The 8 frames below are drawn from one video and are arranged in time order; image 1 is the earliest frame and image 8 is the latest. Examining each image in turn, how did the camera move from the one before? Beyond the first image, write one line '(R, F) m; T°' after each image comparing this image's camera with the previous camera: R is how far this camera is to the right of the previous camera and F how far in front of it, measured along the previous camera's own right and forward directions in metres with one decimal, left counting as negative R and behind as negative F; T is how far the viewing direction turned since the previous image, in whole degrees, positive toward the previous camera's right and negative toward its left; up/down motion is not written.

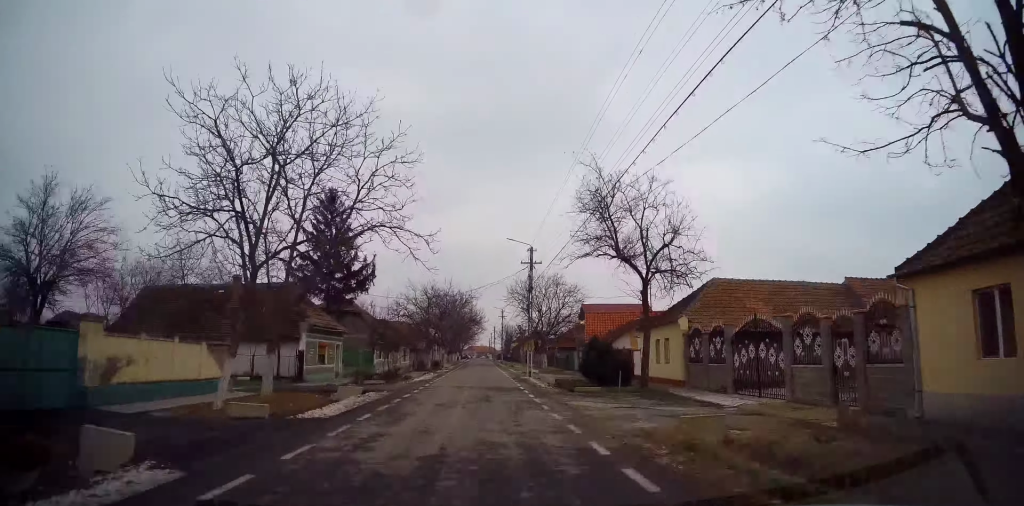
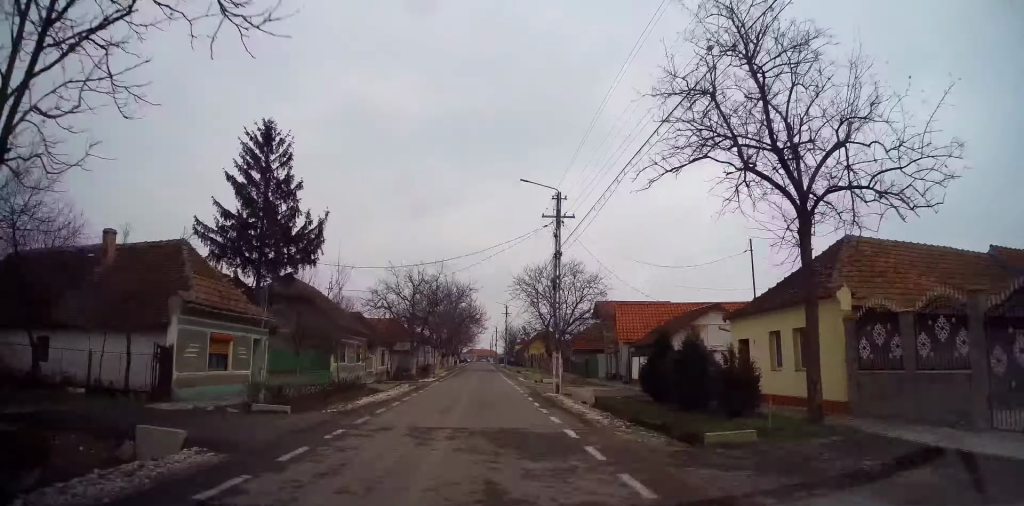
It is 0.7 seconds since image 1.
(-0.3, +11.8) m; -1°
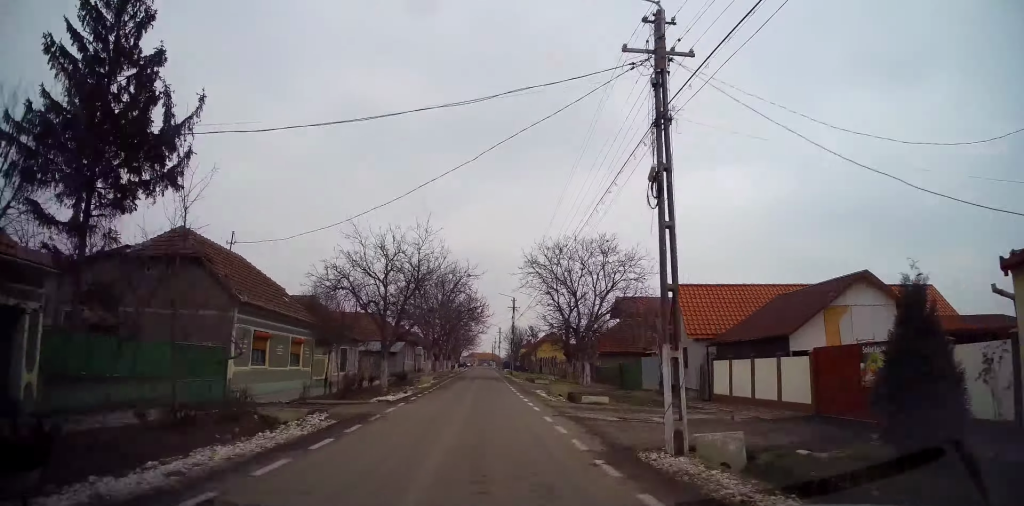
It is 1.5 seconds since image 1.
(-0.2, +12.1) m; 0°
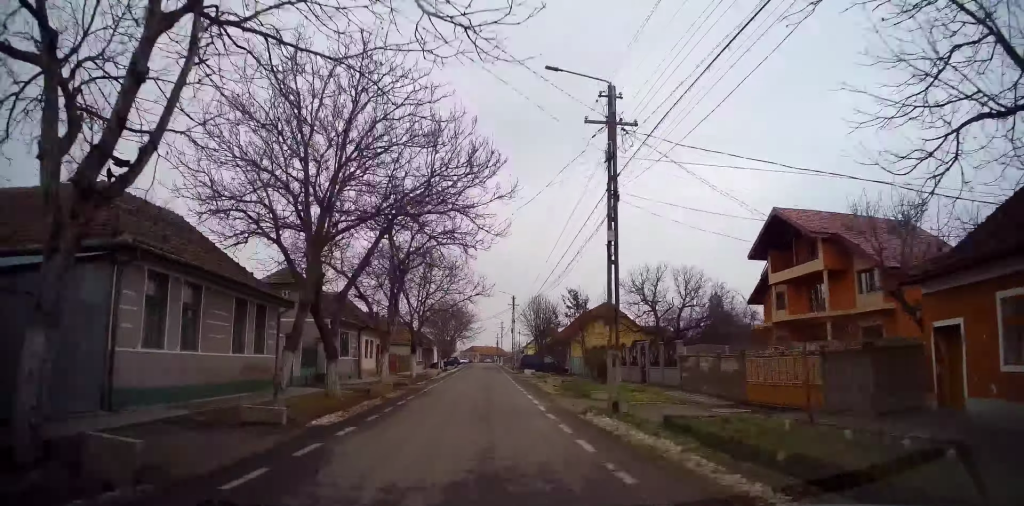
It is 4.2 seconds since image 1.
(+1.7, +42.9) m; +1°
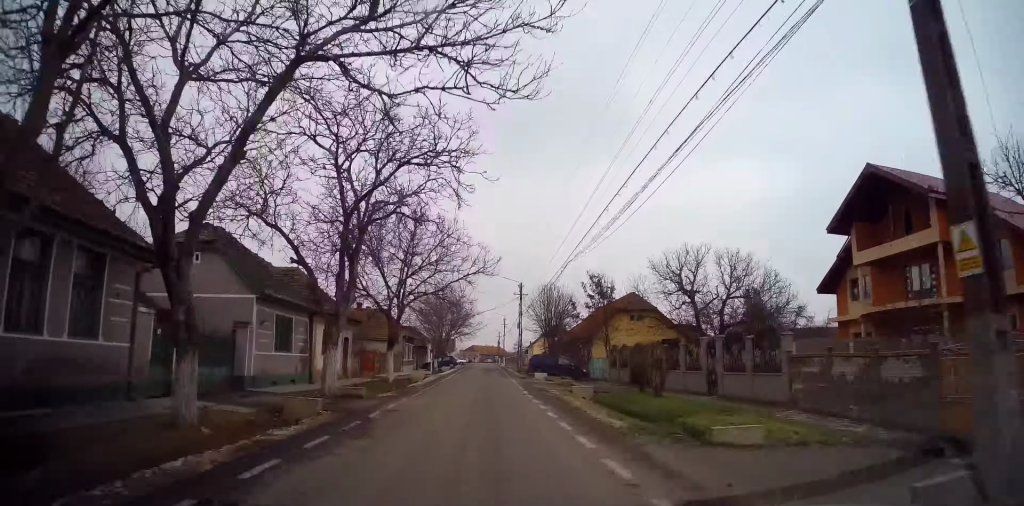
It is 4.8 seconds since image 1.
(-0.3, +9.5) m; 0°
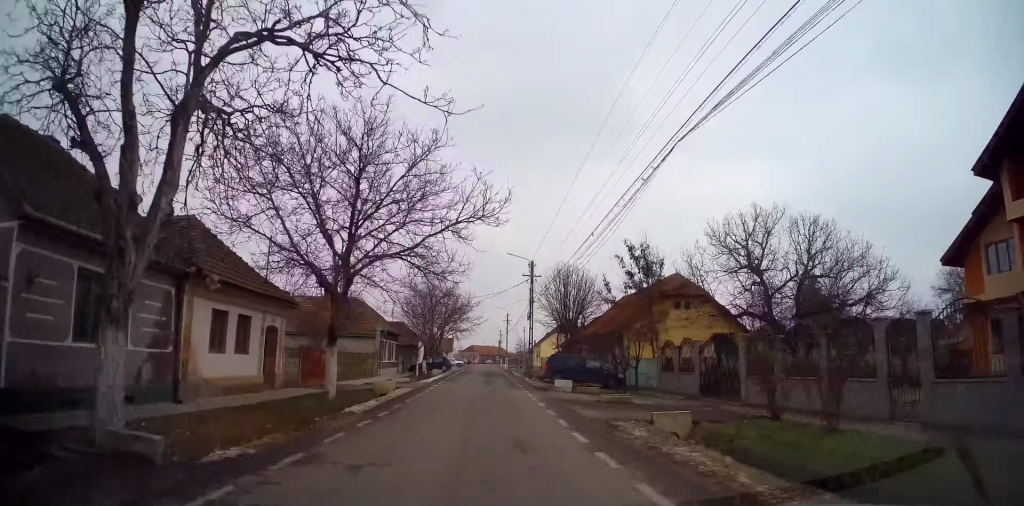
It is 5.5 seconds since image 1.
(-0.1, +11.2) m; 0°
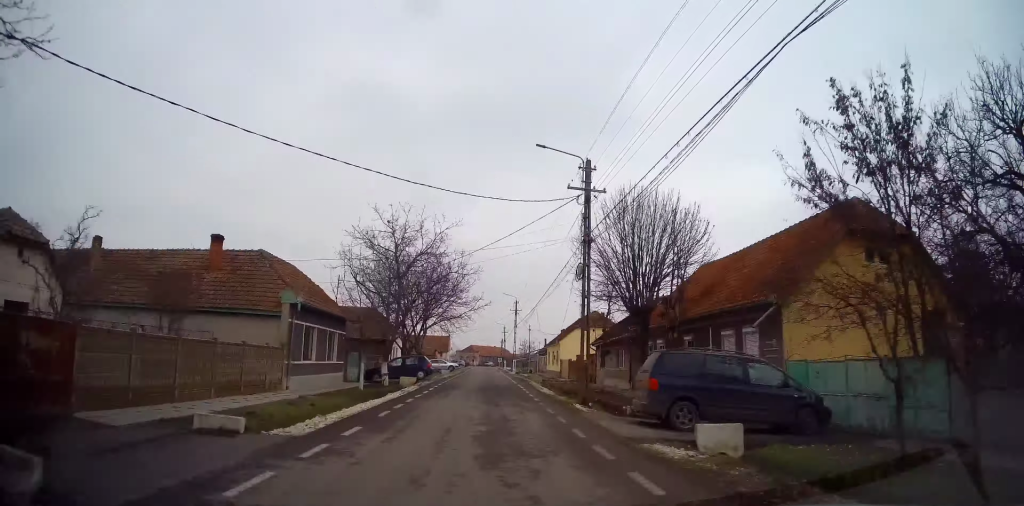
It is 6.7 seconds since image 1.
(0.0, +18.2) m; -1°
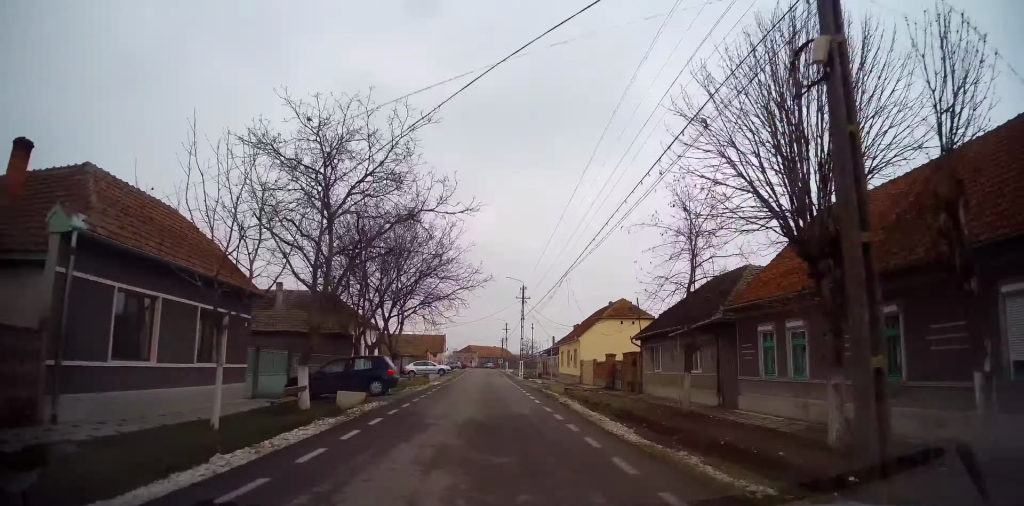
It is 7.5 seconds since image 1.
(-0.2, +12.5) m; 0°
